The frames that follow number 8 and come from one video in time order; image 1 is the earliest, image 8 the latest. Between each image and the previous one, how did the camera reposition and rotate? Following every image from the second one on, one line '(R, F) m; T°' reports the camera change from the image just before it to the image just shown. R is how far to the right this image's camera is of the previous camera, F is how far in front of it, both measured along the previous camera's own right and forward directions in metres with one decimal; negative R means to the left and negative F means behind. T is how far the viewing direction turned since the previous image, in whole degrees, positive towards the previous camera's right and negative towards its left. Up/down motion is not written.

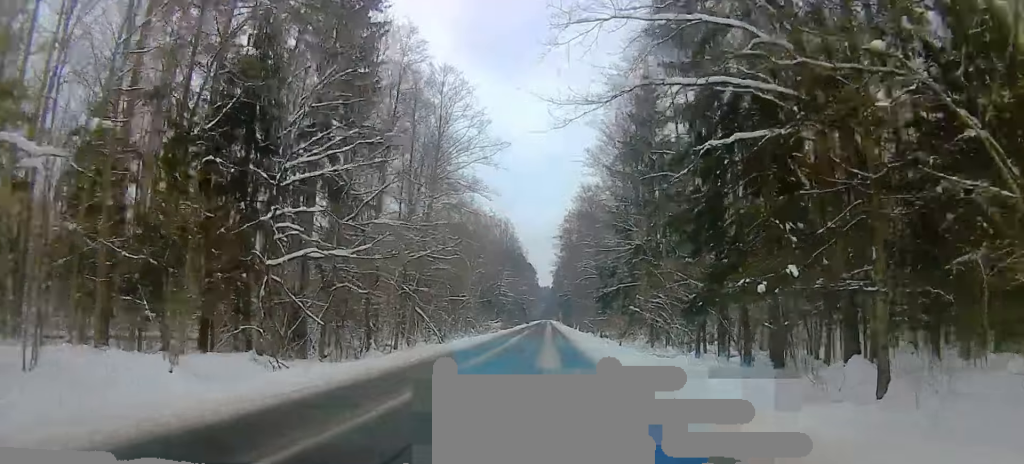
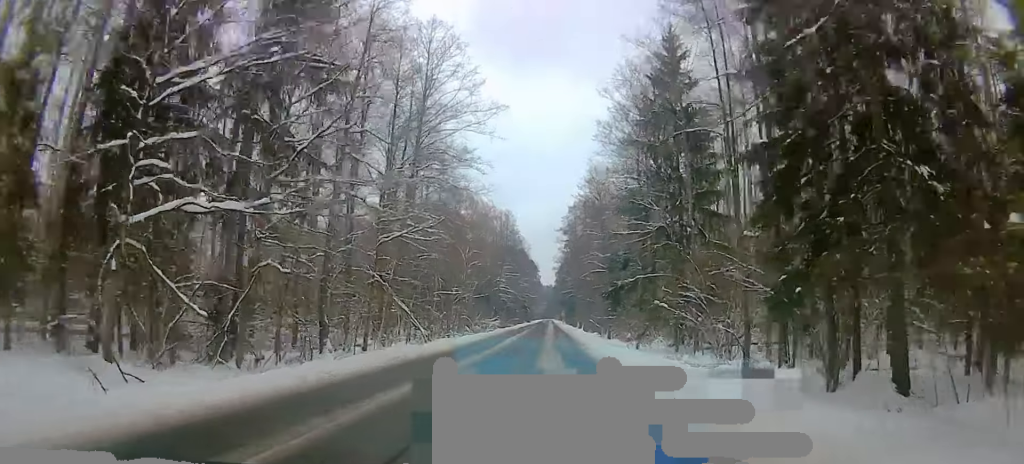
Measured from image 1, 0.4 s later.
(0.0, +8.8) m; 0°
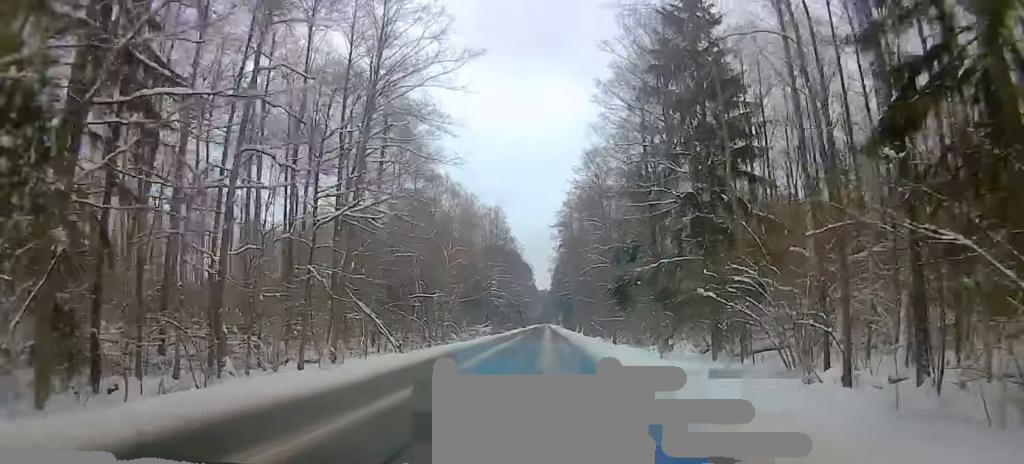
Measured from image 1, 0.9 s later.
(-0.1, +10.3) m; -1°
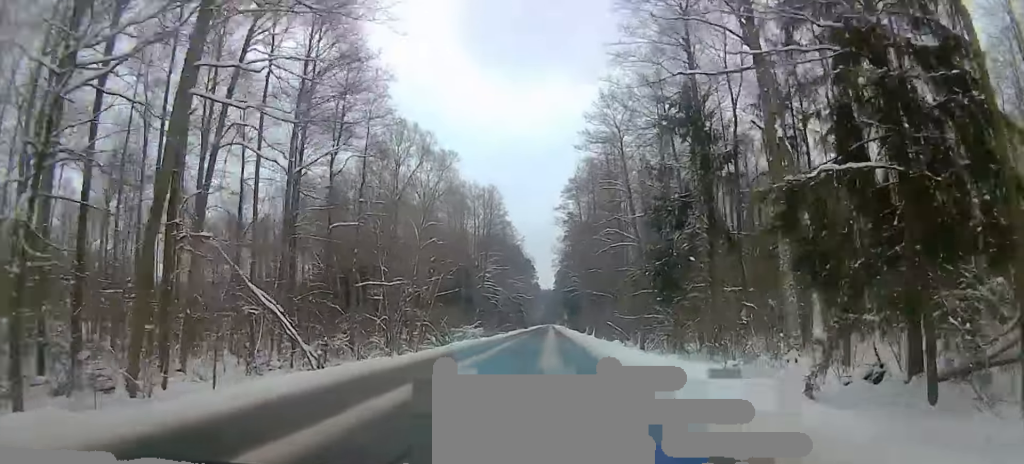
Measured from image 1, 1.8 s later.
(-0.3, +18.6) m; -1°
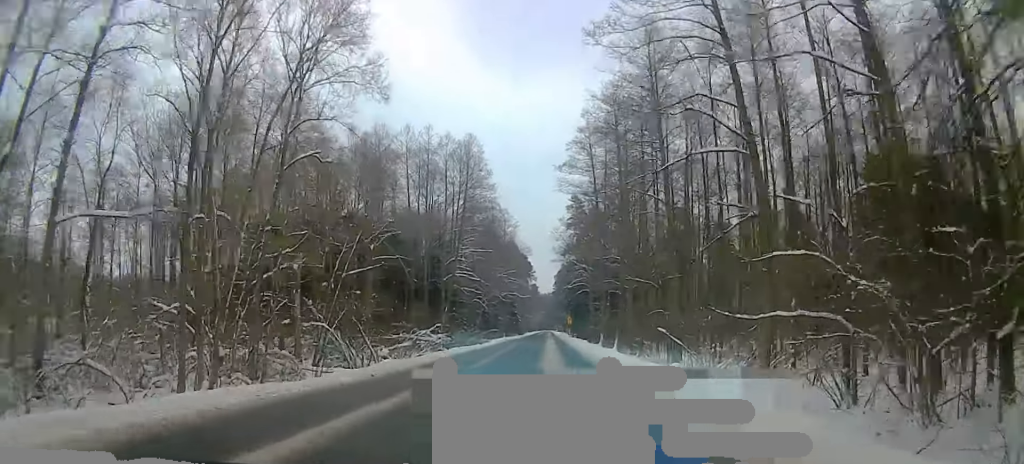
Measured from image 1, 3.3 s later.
(+0.1, +30.1) m; +1°
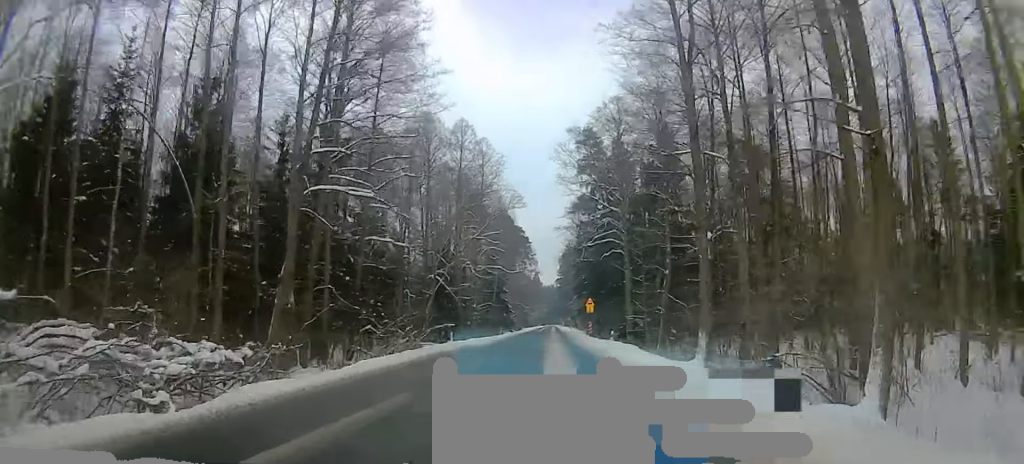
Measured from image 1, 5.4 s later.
(-0.9, +44.9) m; -2°
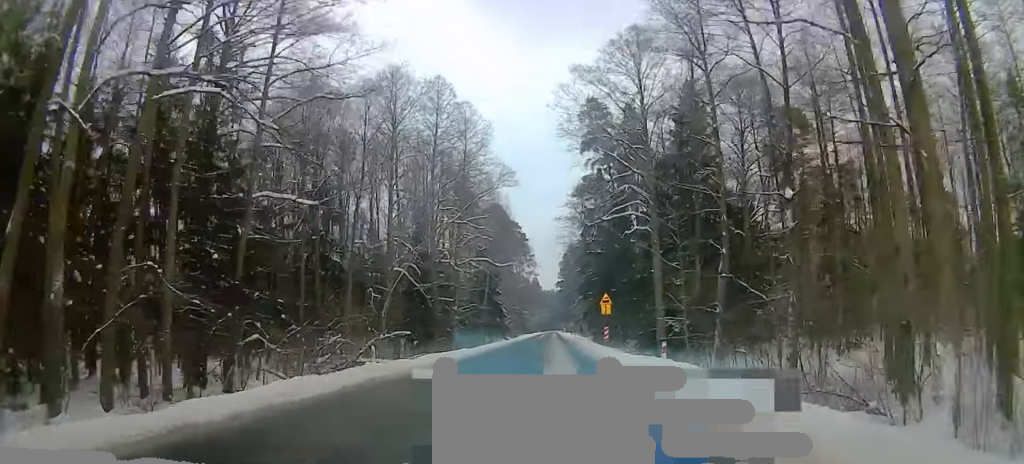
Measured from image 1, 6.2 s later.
(+0.2, +16.0) m; +1°
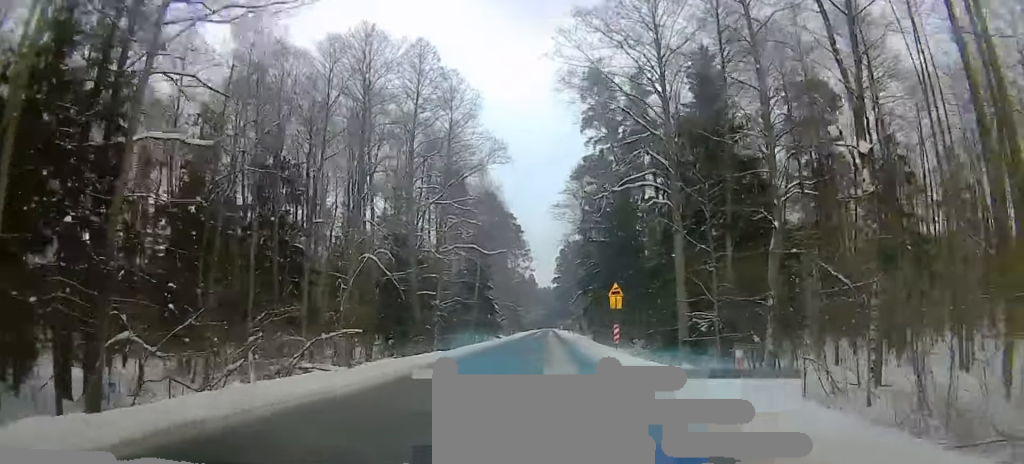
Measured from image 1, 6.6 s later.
(0.0, +8.3) m; 0°
